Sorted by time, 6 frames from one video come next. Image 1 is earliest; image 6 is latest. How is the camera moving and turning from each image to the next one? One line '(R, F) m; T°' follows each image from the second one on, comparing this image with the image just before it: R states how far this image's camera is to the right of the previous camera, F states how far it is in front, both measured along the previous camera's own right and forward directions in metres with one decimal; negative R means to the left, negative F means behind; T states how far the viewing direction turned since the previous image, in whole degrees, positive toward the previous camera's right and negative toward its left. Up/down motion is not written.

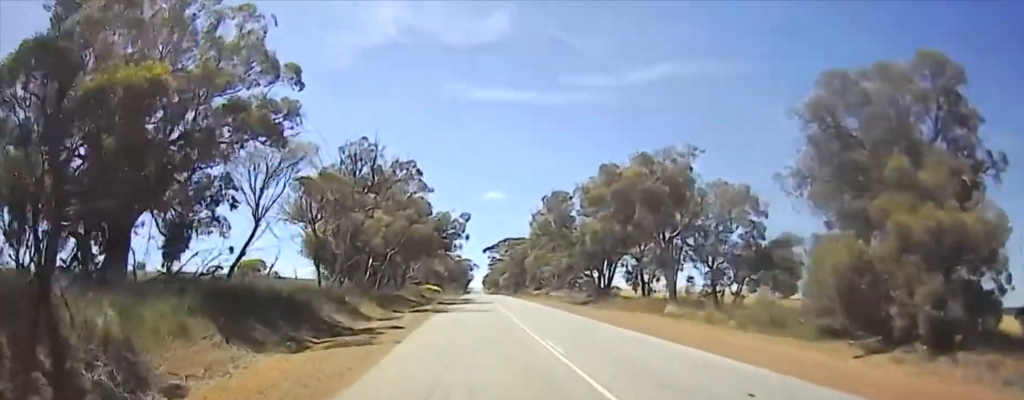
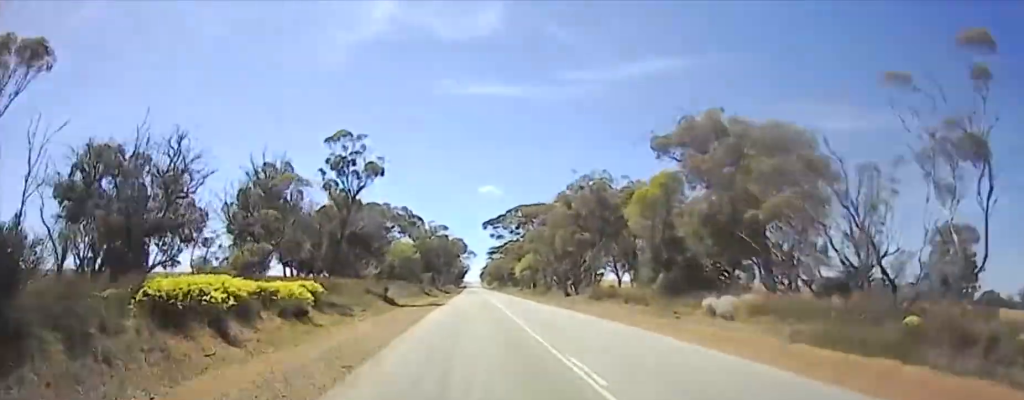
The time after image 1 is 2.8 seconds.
(+0.6, +61.1) m; +3°
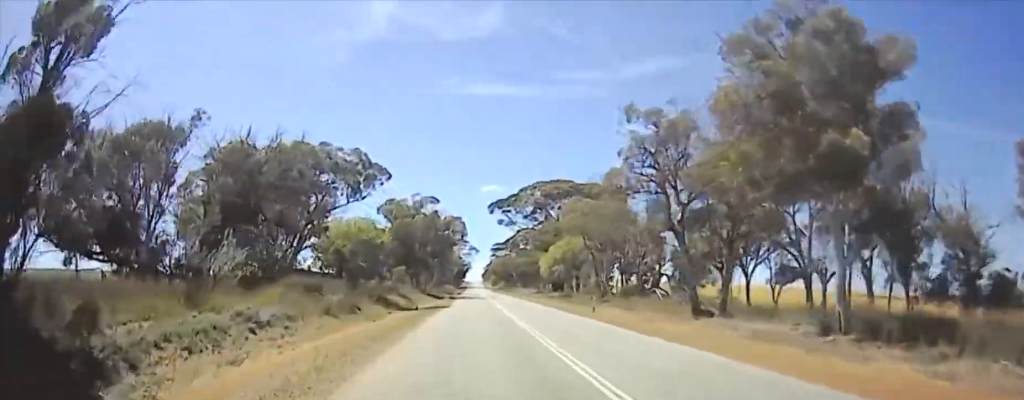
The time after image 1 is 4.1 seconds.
(+0.2, +26.5) m; 0°
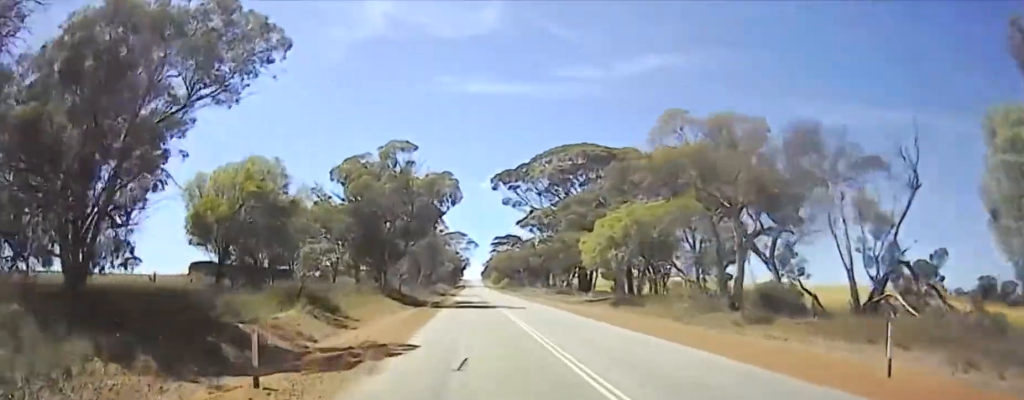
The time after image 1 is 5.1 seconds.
(0.0, +24.1) m; 0°
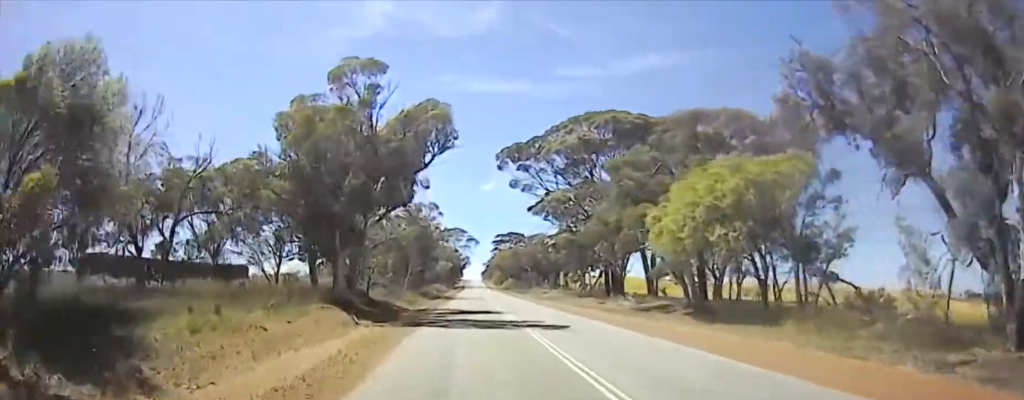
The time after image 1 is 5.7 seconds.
(0.0, +16.5) m; -1°
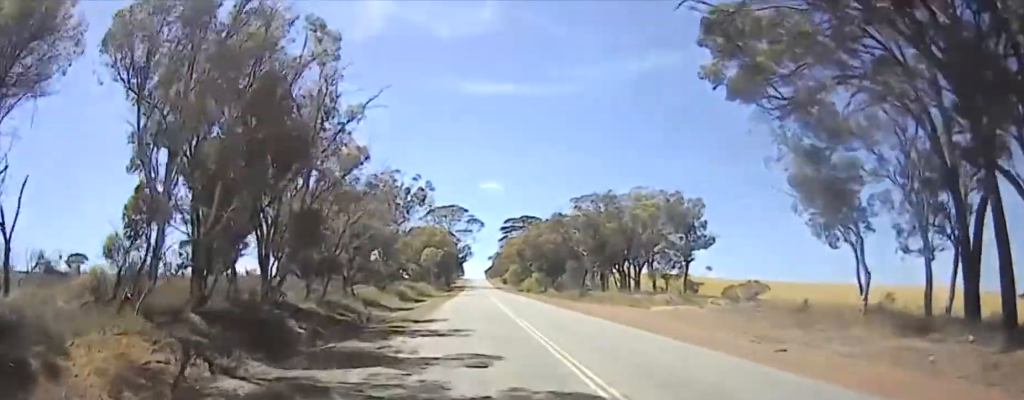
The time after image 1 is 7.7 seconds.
(-1.1, +61.7) m; 0°
